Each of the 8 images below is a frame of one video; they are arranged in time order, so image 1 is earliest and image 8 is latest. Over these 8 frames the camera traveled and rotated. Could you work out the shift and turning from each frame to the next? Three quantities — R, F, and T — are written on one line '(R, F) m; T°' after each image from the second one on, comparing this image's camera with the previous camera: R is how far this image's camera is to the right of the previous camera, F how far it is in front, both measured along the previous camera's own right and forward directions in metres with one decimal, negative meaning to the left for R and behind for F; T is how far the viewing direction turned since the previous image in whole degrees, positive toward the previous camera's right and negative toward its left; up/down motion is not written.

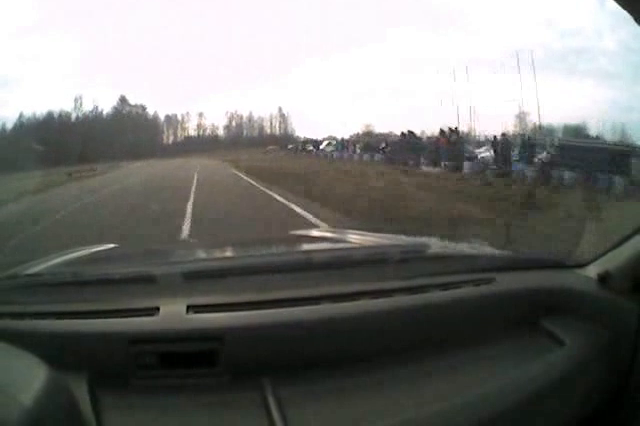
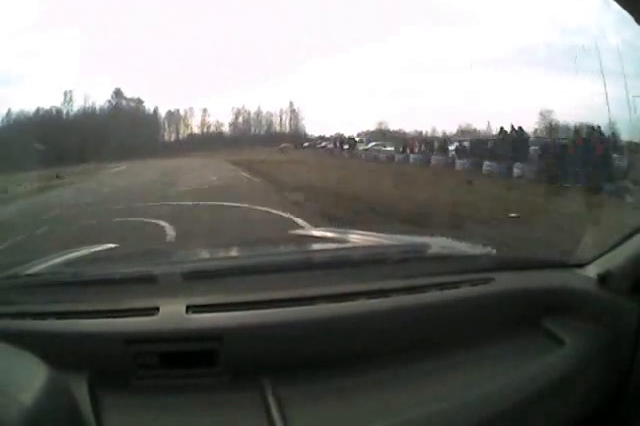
(-0.1, +11.1) m; -3°
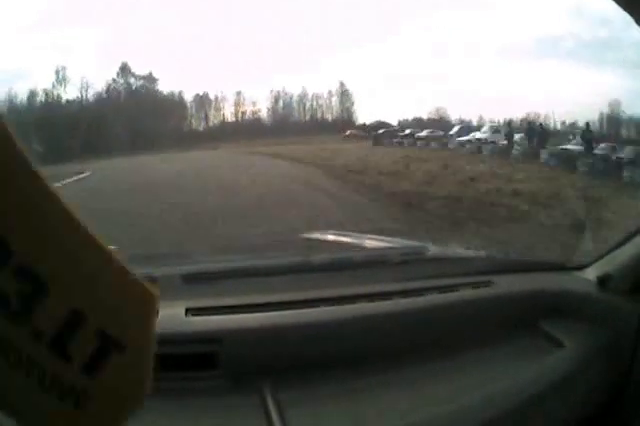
(-0.9, +19.4) m; -11°
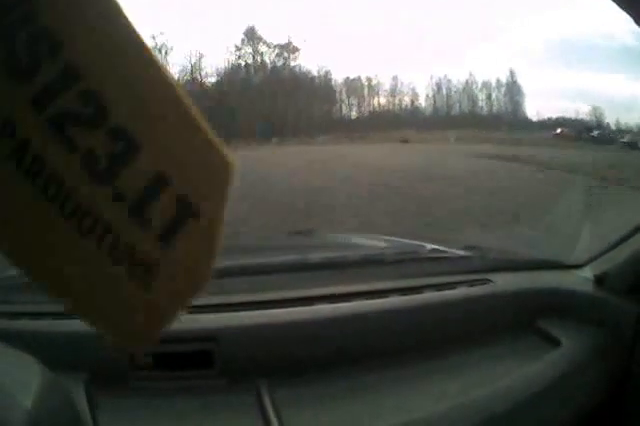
(-1.2, +16.1) m; -16°
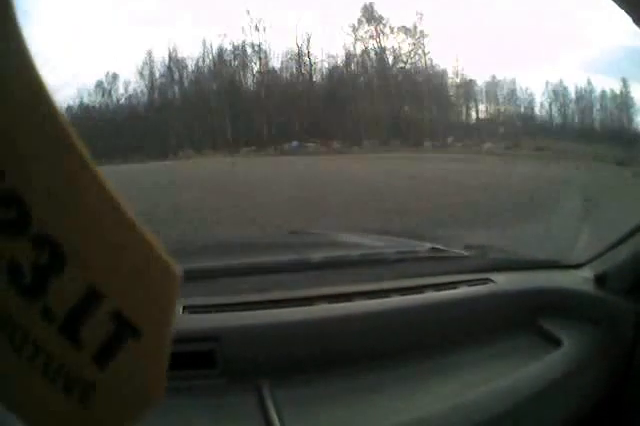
(-1.5, +13.3) m; -17°
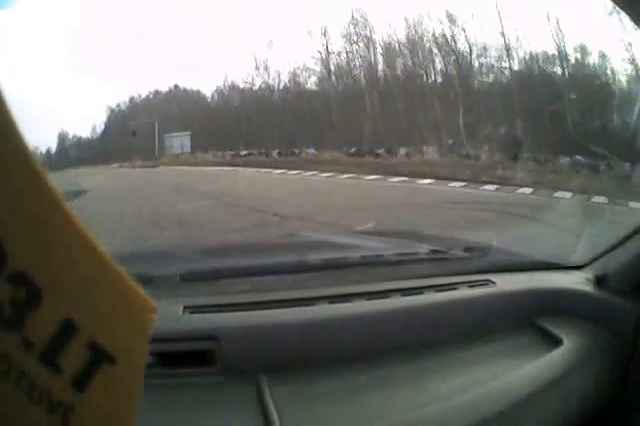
(-4.6, +18.8) m; -23°
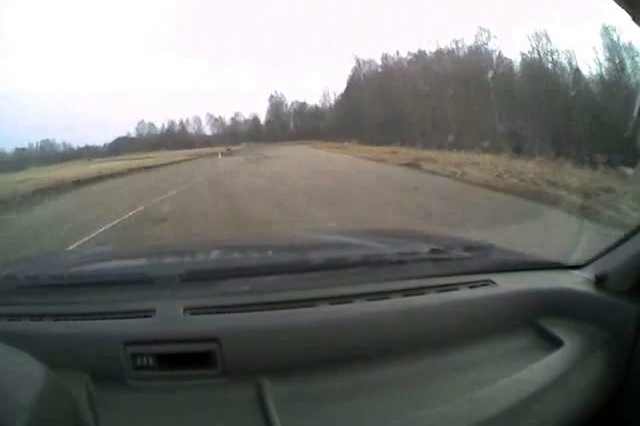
(-10.8, +37.4) m; -24°
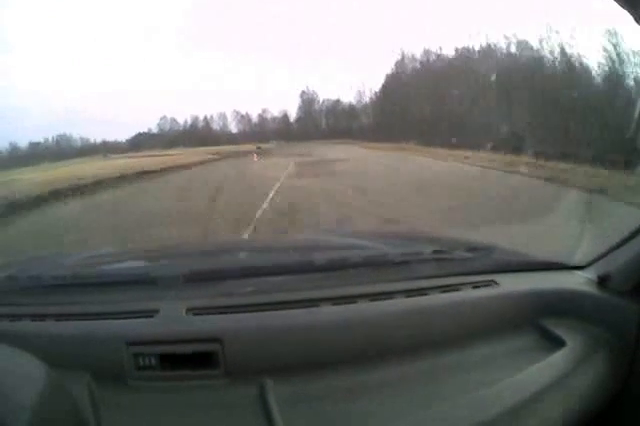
(-0.2, +10.4) m; -3°
